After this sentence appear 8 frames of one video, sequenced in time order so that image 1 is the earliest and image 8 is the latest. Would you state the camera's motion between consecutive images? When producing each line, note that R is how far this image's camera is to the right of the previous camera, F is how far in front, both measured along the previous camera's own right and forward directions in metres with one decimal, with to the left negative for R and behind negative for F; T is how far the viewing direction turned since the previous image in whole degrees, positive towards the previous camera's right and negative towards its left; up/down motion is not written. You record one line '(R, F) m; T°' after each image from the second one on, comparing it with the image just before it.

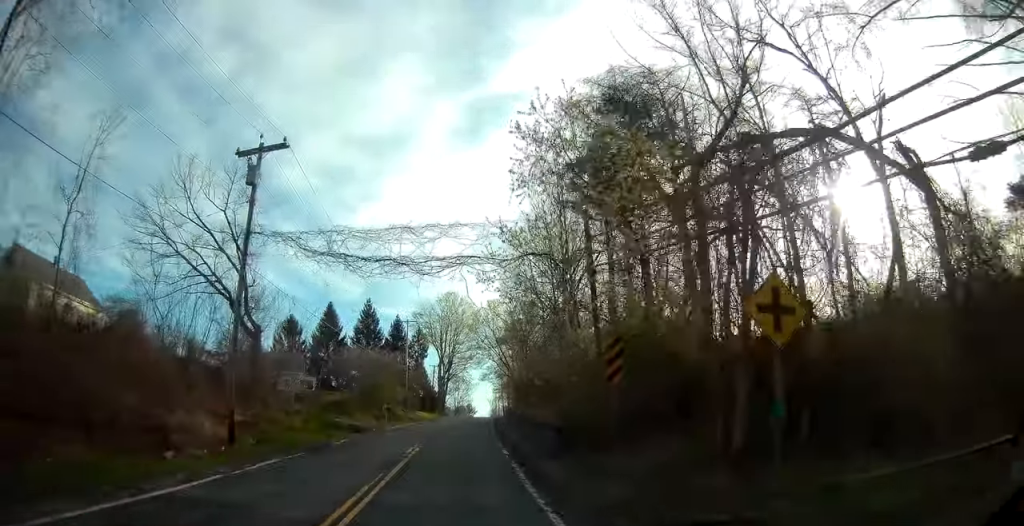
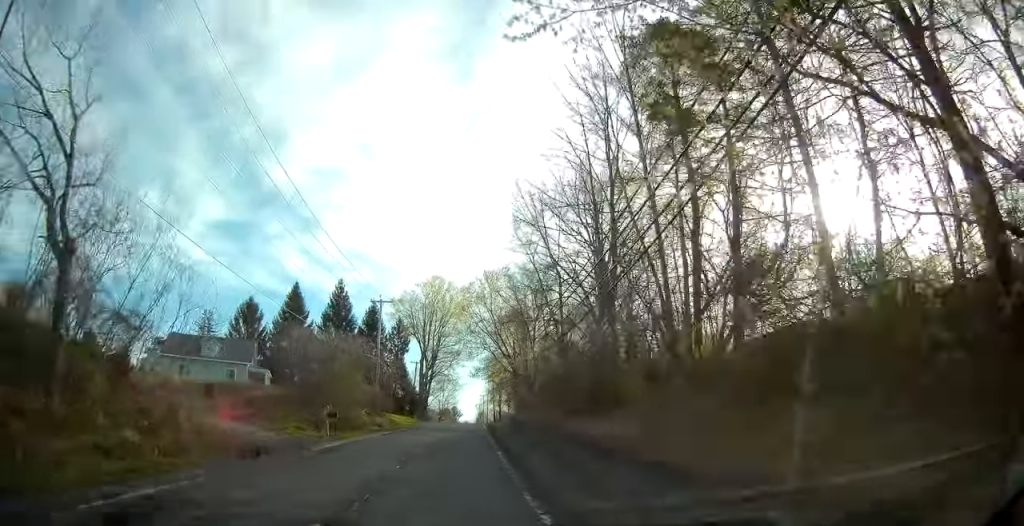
(-0.2, +16.0) m; +1°
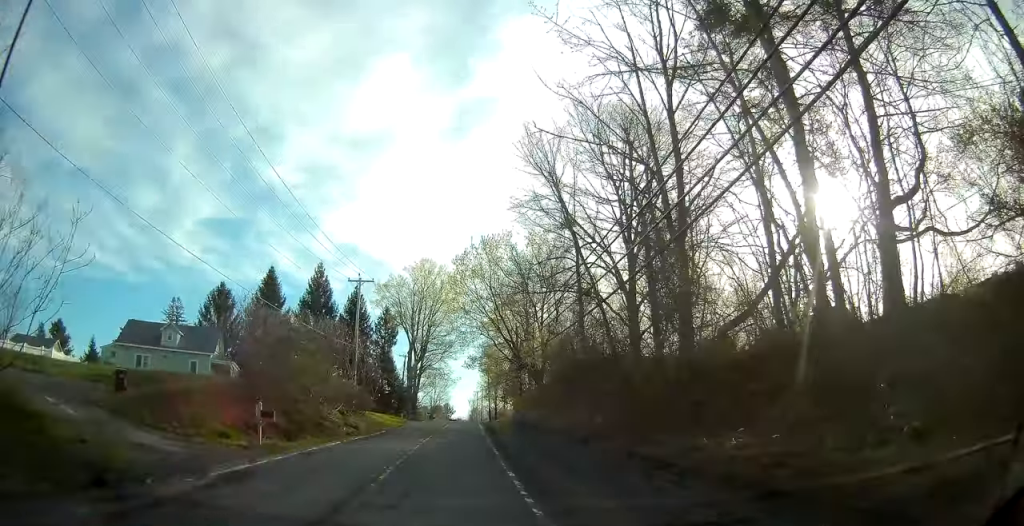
(+0.3, +8.9) m; +1°
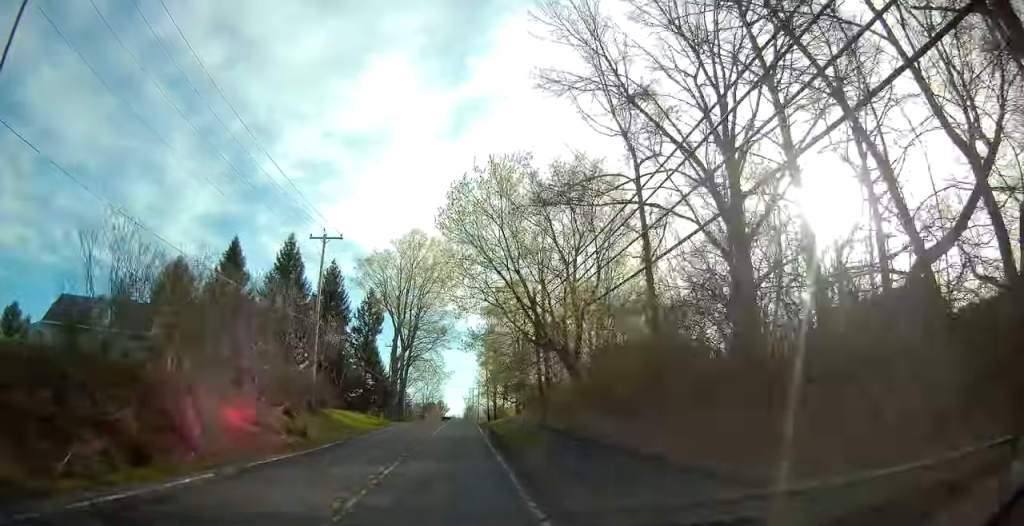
(+0.2, +12.9) m; +1°
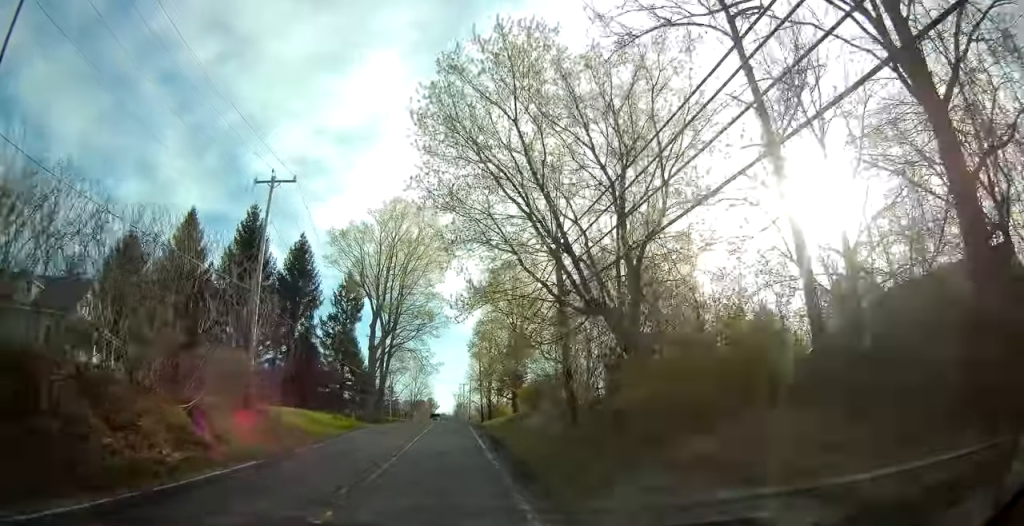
(-0.1, +10.1) m; 0°
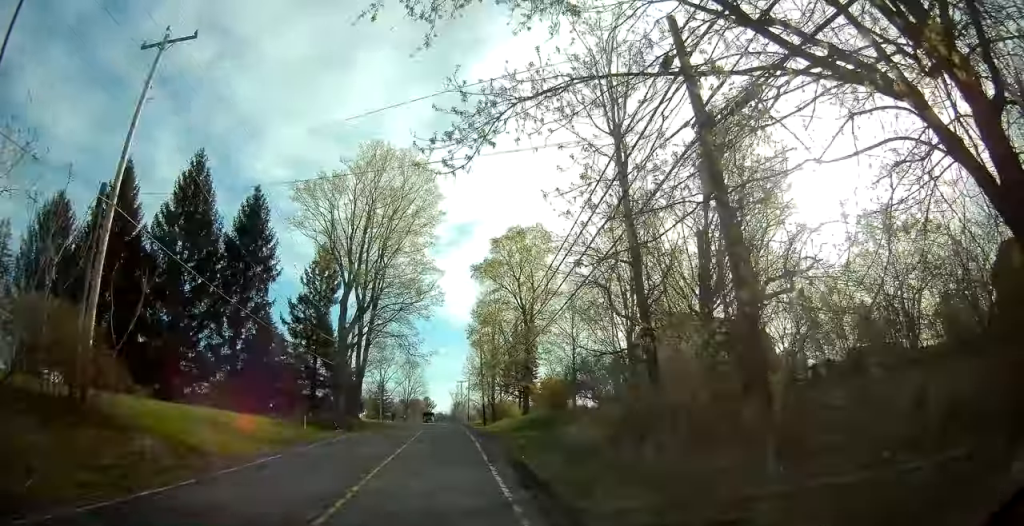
(0.0, +13.5) m; +1°
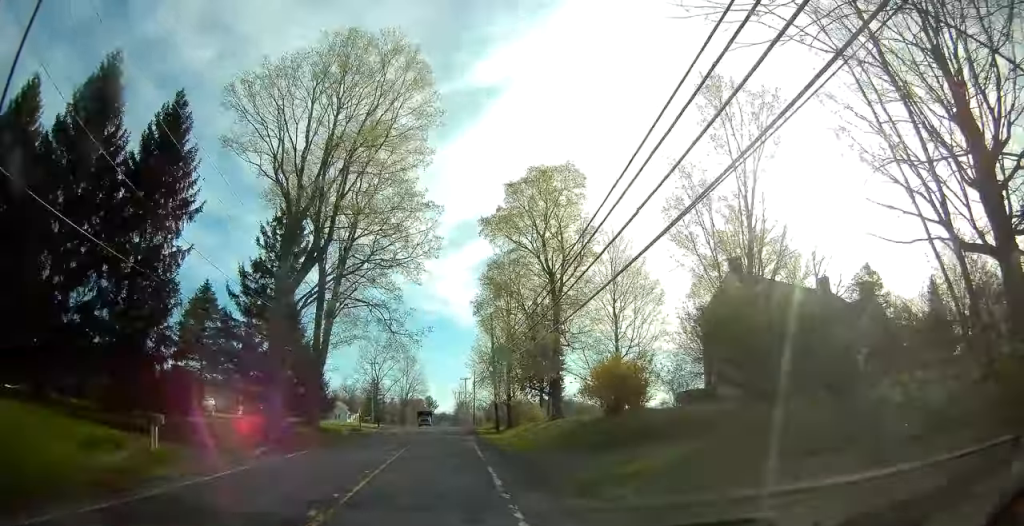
(+0.1, +16.2) m; +1°
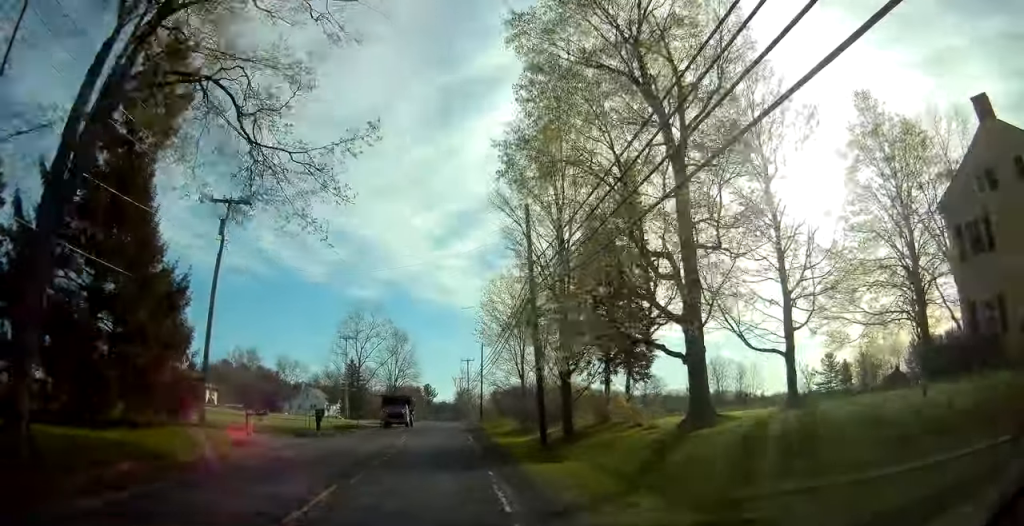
(0.0, +25.6) m; -1°
